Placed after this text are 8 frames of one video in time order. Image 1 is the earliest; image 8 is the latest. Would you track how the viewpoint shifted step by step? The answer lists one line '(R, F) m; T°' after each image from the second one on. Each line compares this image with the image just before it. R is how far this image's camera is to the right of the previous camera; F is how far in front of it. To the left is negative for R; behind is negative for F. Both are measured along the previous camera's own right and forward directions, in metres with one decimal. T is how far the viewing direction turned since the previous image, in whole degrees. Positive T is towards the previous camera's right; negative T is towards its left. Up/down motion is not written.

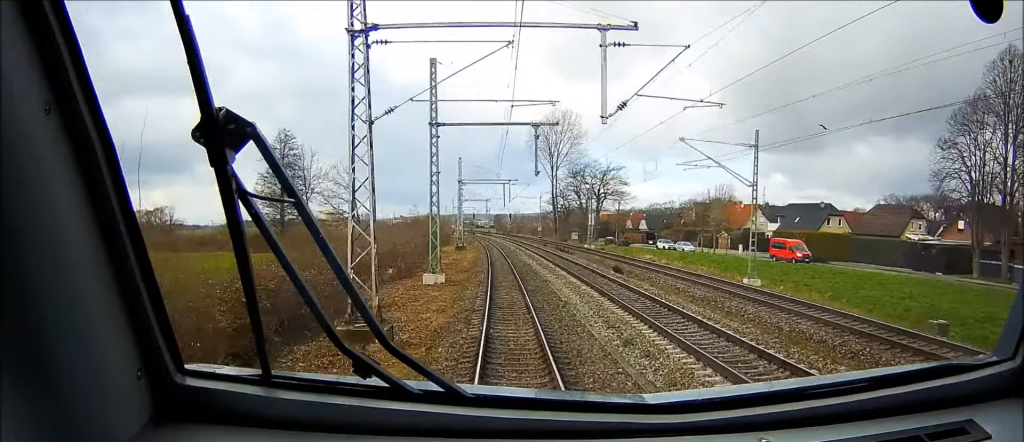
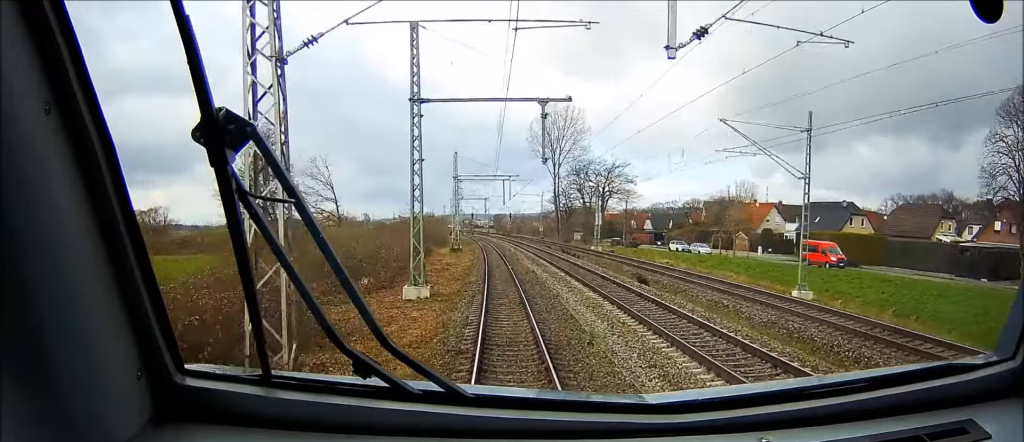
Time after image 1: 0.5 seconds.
(0.0, +7.5) m; 0°
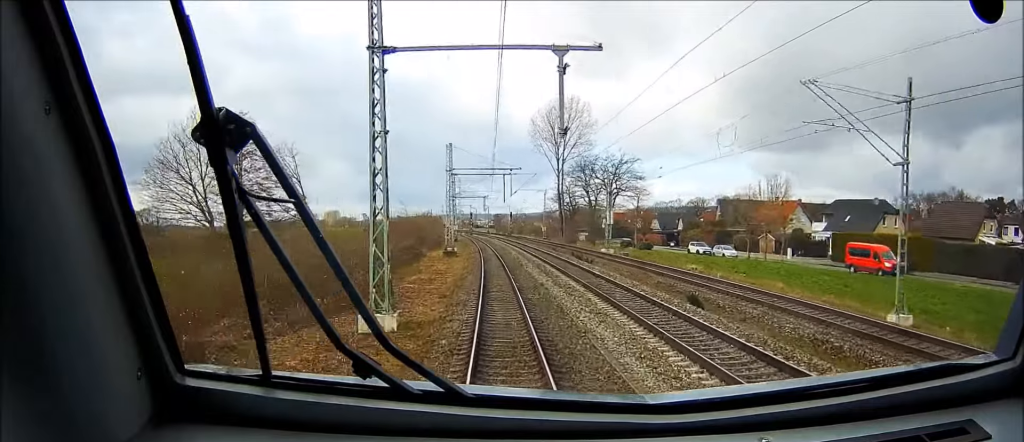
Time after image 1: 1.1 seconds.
(0.0, +9.7) m; 0°
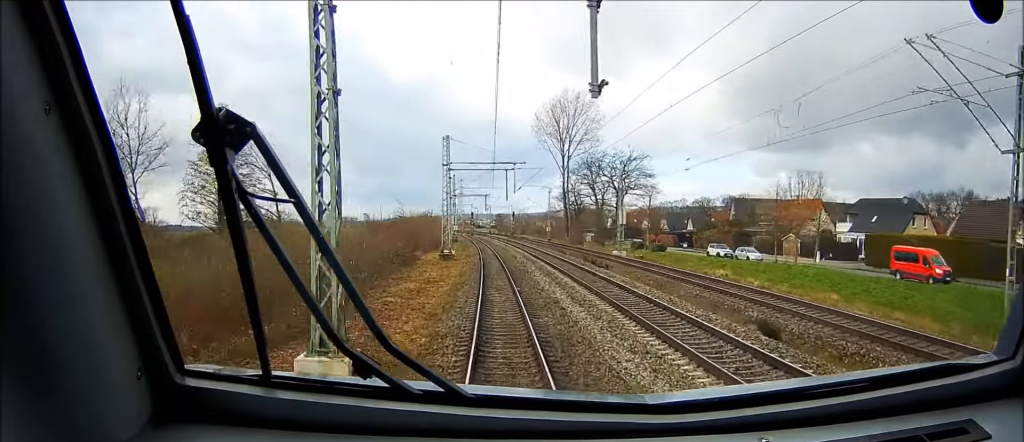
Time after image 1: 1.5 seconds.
(0.0, +7.0) m; 0°
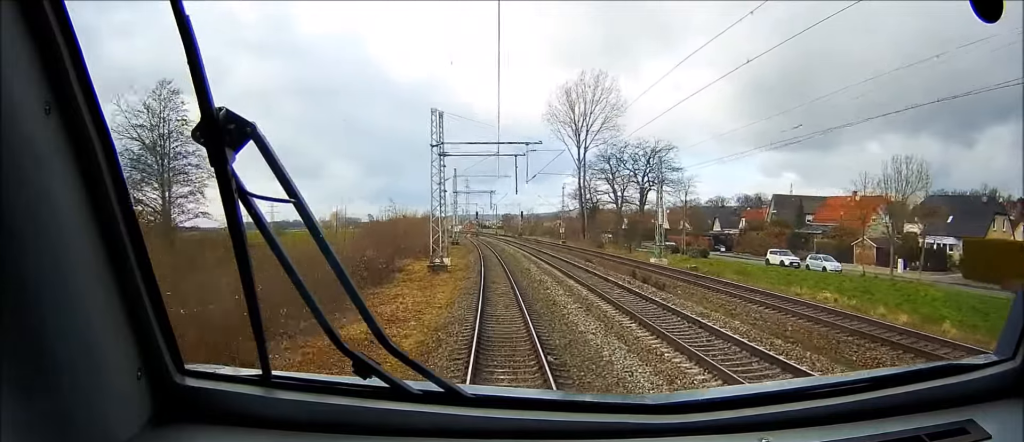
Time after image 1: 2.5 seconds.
(0.0, +16.1) m; 0°
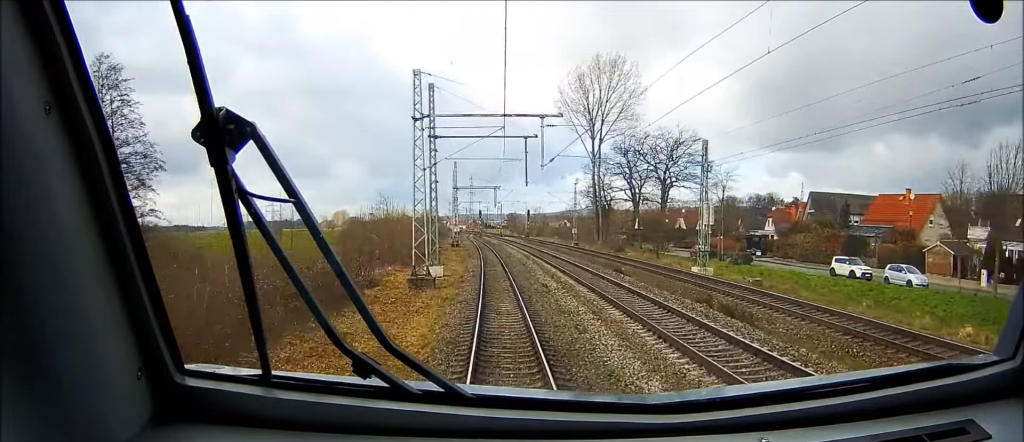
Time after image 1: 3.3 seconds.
(0.0, +12.3) m; 0°
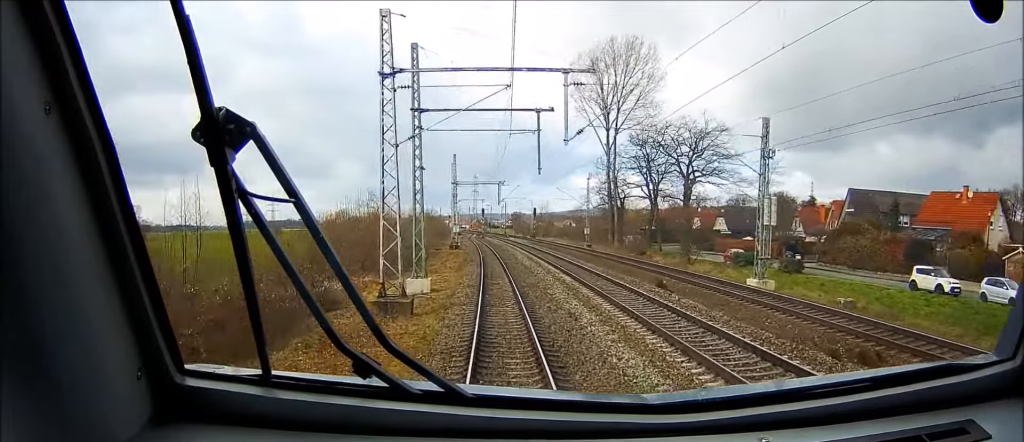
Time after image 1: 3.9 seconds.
(0.0, +10.7) m; -1°
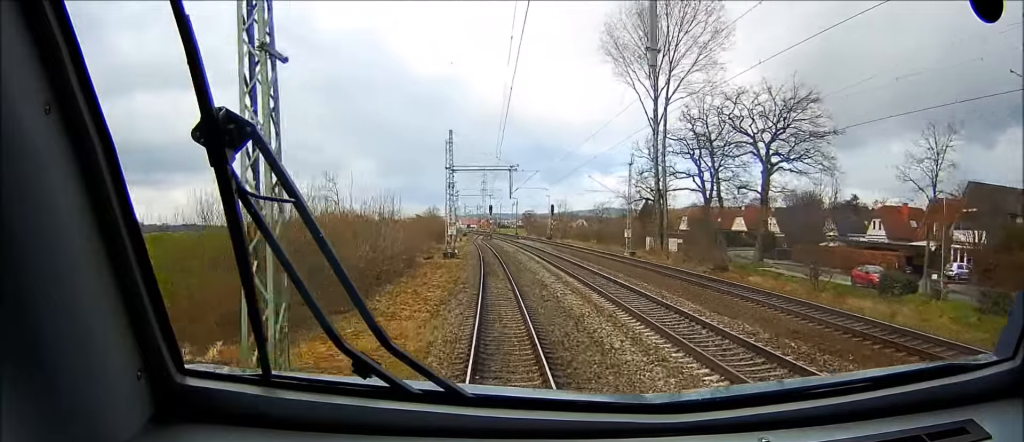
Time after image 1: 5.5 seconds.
(+1.5, +23.7) m; +4°
